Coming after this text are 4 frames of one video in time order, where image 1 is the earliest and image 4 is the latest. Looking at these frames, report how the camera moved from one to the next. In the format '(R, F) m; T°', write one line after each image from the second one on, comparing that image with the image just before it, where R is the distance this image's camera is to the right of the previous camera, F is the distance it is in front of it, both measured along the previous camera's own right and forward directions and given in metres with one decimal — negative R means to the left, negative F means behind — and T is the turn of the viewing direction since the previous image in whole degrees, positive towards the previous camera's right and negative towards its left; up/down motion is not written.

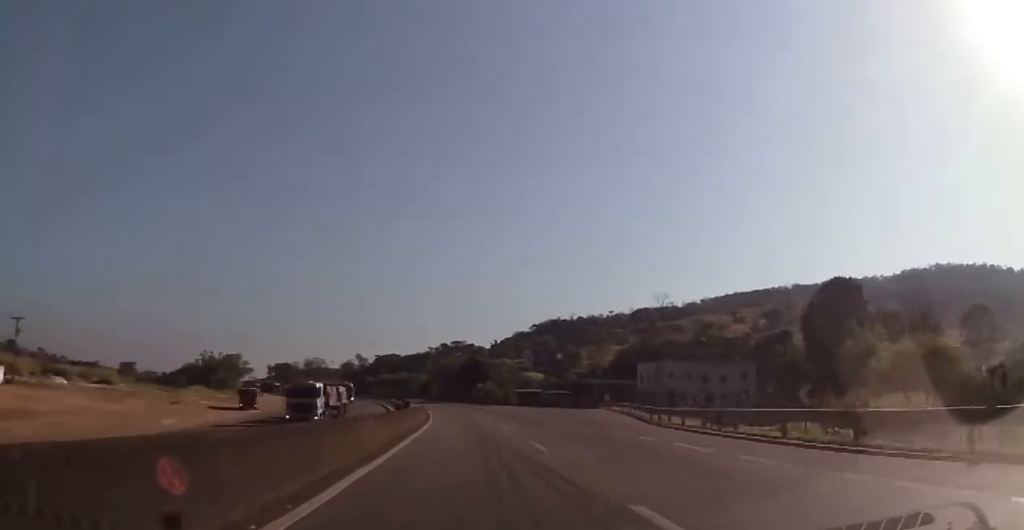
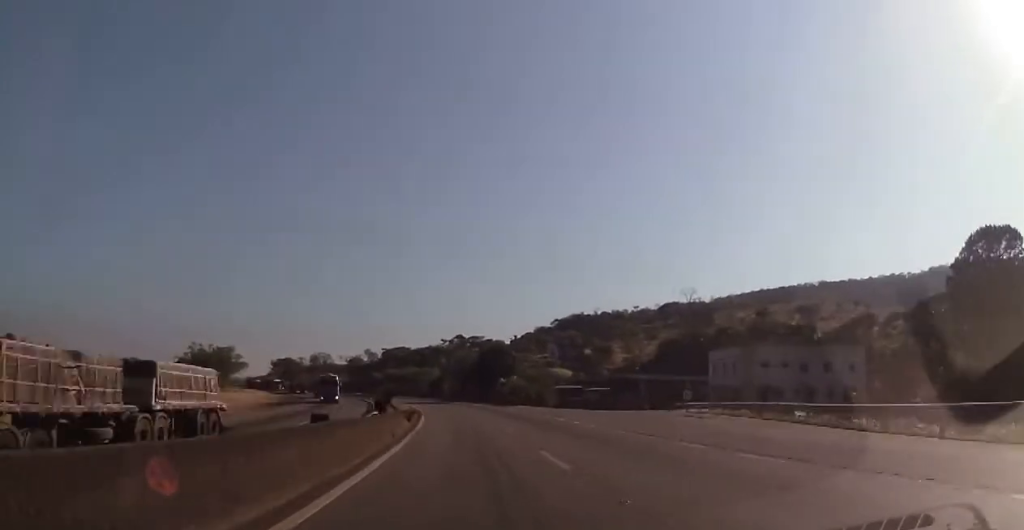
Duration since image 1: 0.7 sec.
(-0.3, +27.7) m; -2°
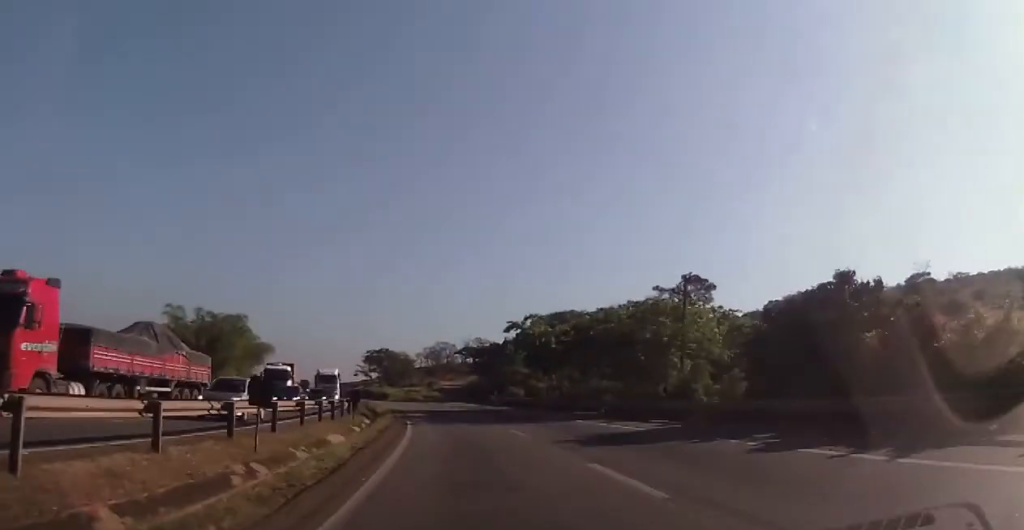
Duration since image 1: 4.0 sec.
(-9.9, +120.8) m; -11°
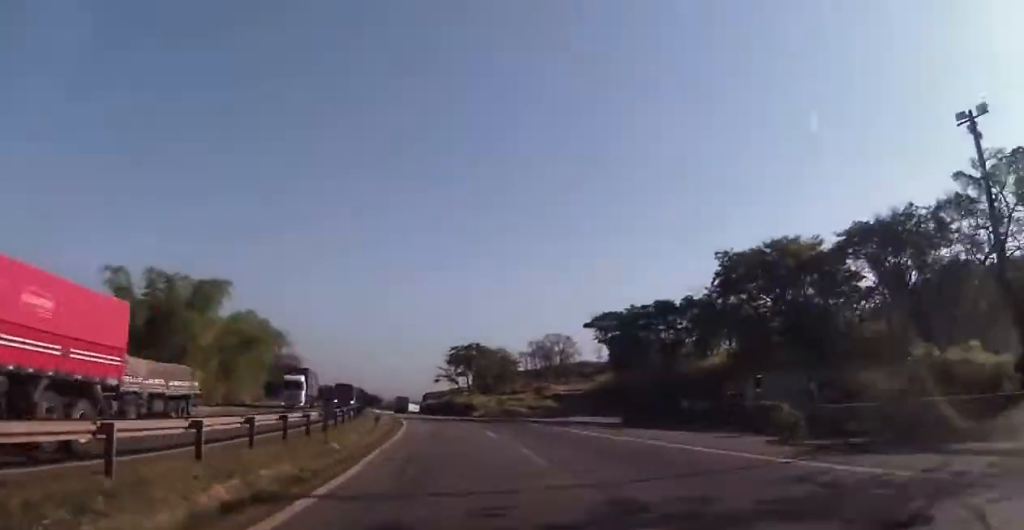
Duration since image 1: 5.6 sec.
(-3.4, +54.9) m; -8°
